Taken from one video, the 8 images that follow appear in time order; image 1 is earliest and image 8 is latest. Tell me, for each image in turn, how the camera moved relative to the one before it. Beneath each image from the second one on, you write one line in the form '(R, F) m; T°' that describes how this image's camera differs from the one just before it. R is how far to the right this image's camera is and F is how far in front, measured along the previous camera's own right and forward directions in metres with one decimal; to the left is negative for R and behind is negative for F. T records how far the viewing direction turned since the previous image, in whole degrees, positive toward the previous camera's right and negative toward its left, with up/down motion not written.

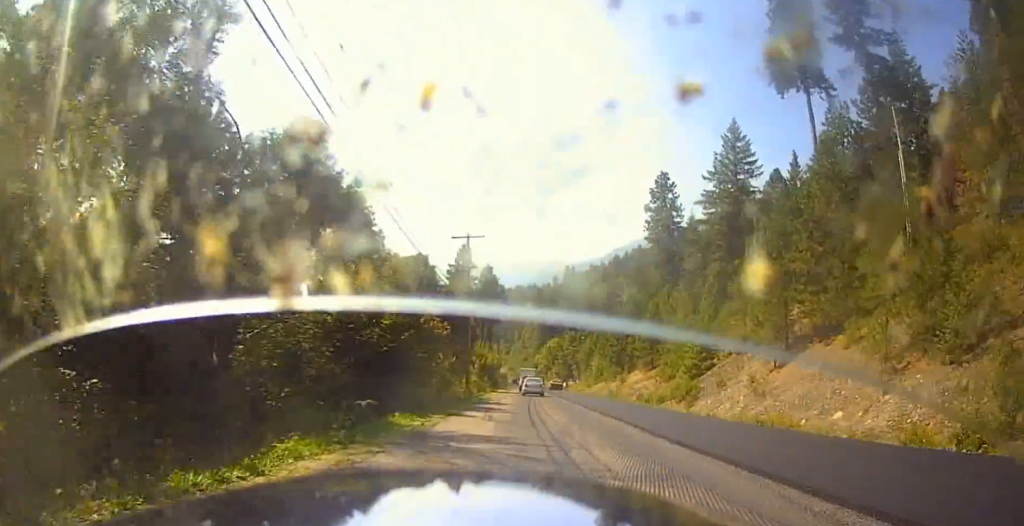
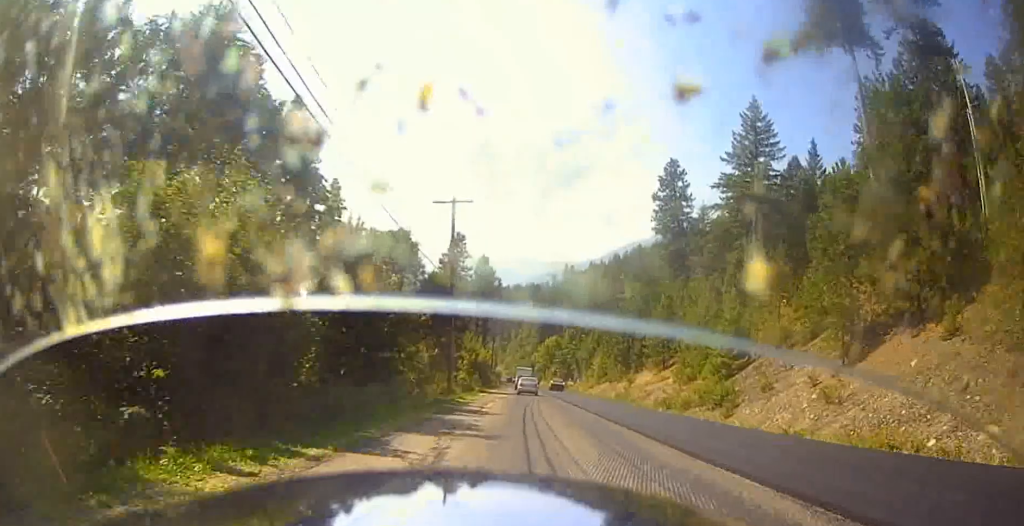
(0.0, +10.7) m; +1°
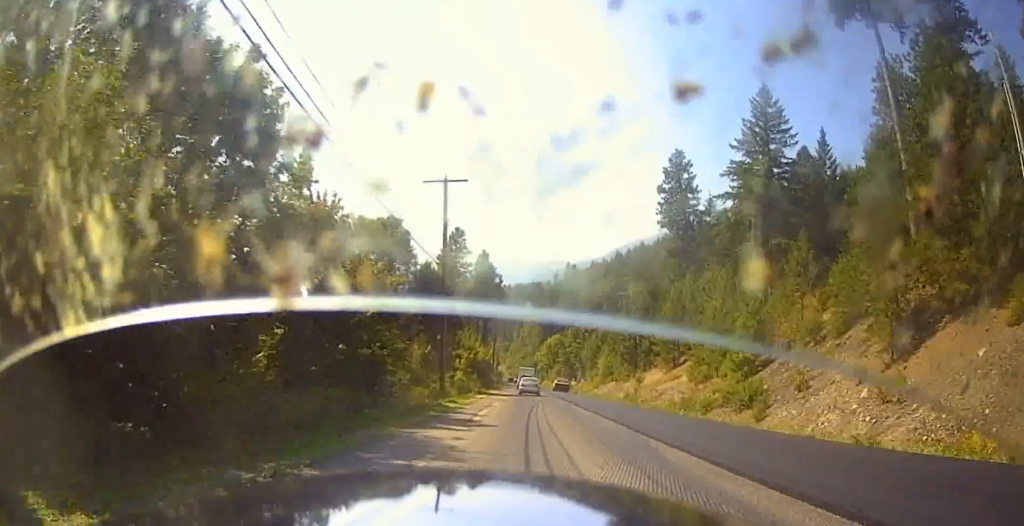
(+0.1, +4.9) m; +1°
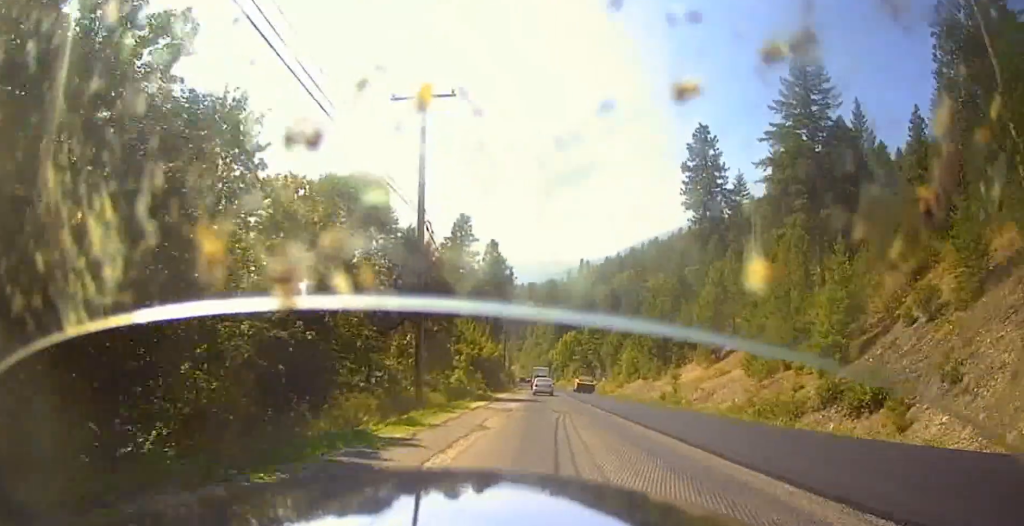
(+0.1, +12.5) m; +1°
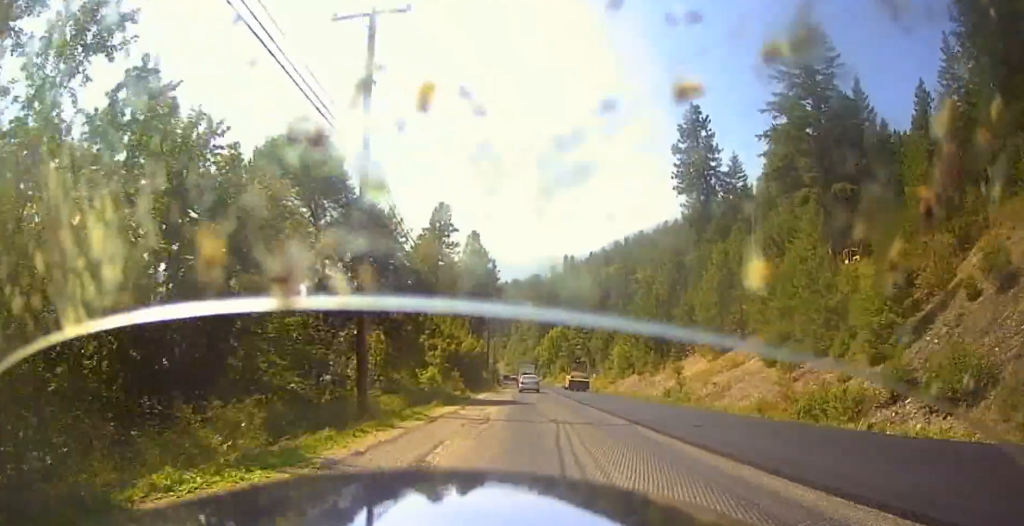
(0.0, +7.1) m; +1°
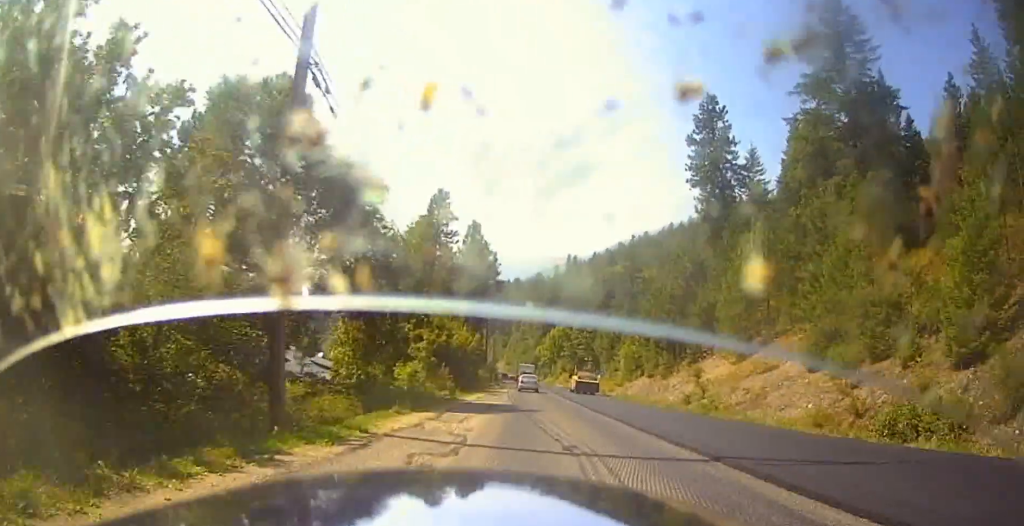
(0.0, +6.8) m; +1°
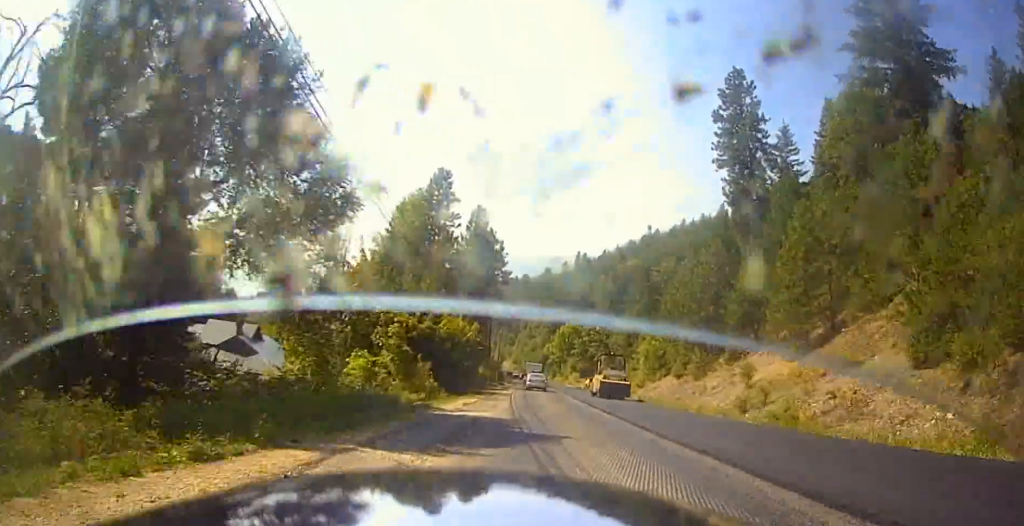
(+0.3, +10.4) m; +2°
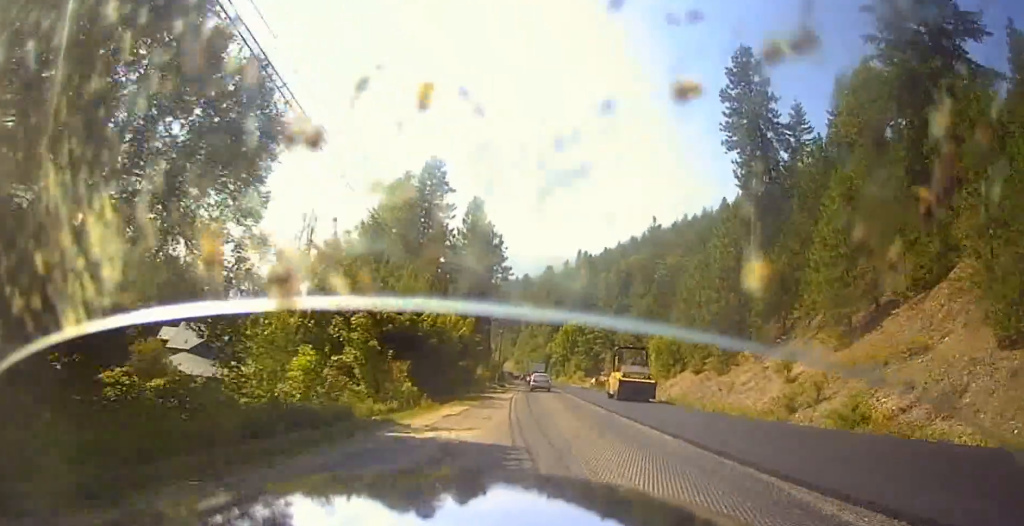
(0.0, +6.1) m; 0°
